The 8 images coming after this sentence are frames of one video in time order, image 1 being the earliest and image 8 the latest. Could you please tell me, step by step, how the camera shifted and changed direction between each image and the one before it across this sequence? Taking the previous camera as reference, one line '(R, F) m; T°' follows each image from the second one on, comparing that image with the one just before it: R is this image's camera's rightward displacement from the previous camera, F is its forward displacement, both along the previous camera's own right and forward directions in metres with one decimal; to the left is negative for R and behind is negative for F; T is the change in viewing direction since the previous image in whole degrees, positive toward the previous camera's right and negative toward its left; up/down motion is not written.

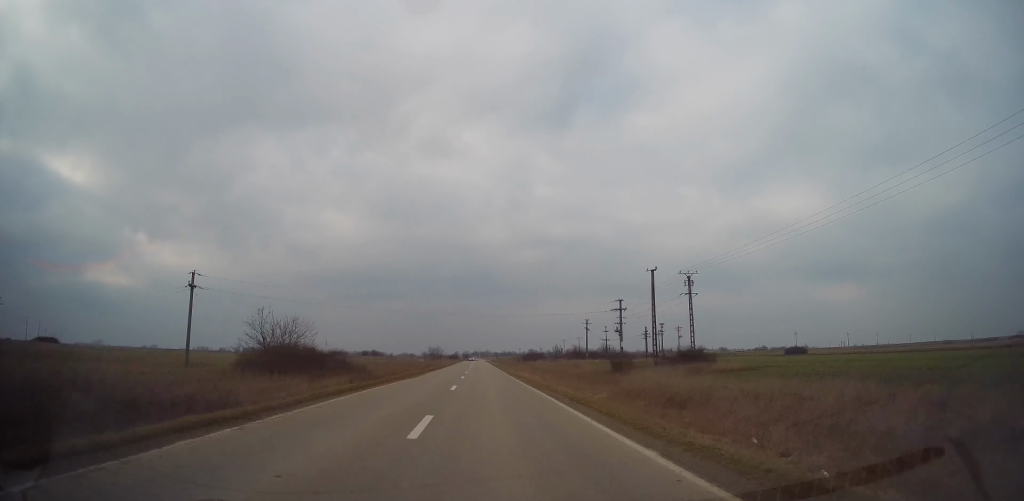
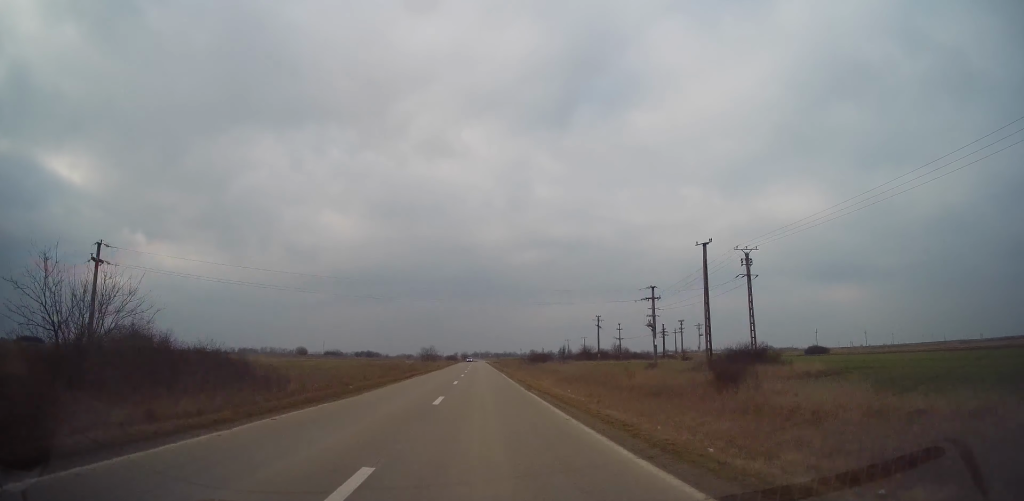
(+0.1, +16.9) m; 0°
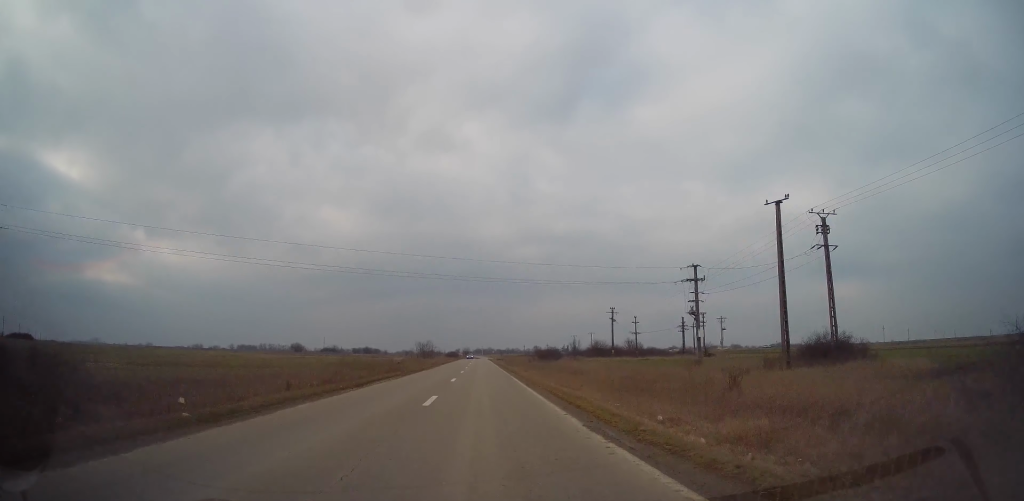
(0.0, +13.6) m; 0°
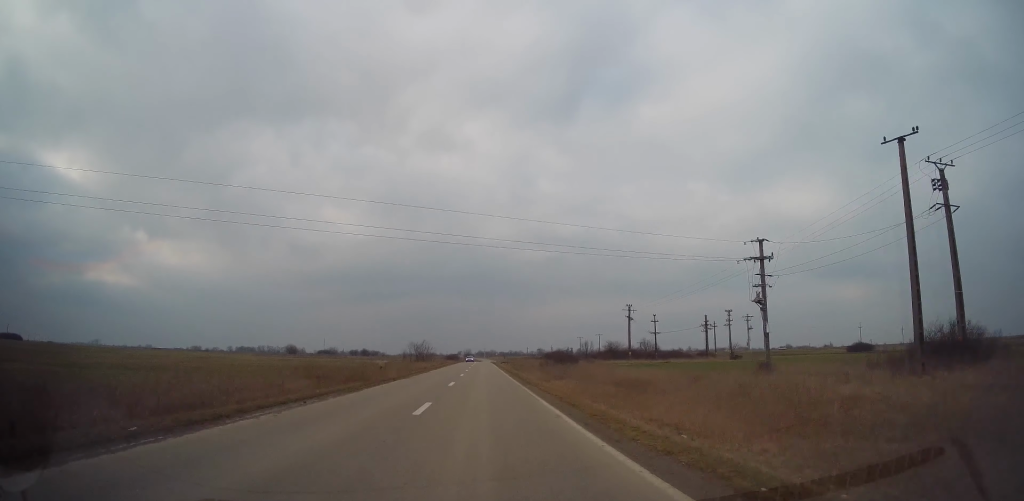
(-0.2, +13.5) m; 0°
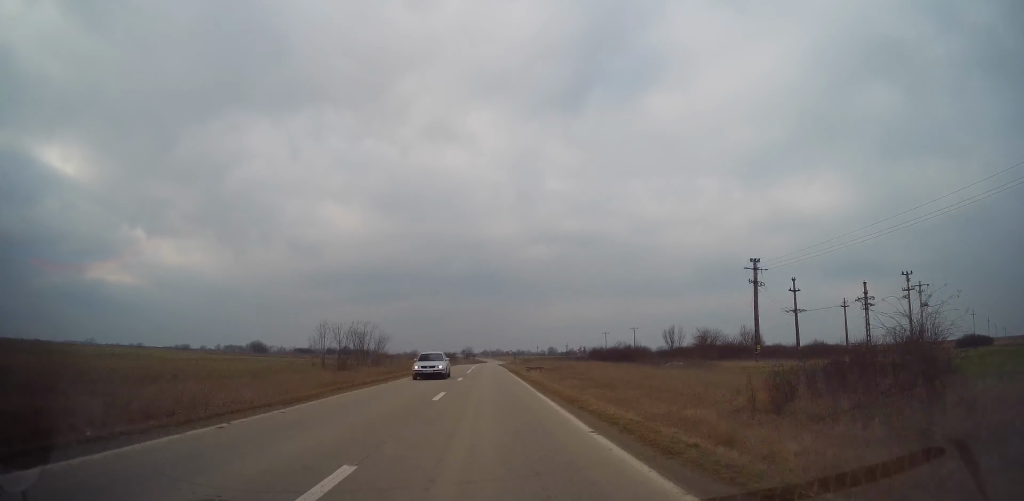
(-0.1, +55.1) m; 0°
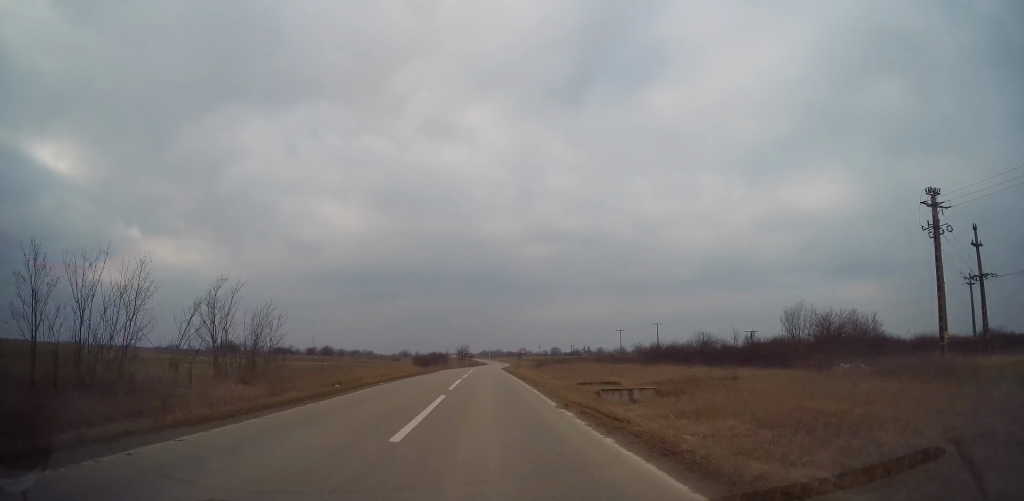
(+0.1, +30.2) m; 0°
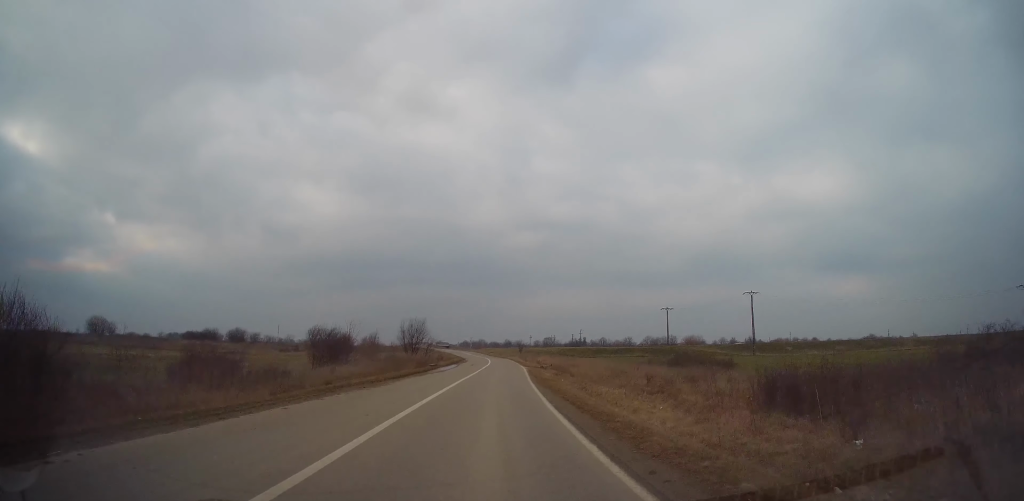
(+0.7, +78.8) m; +2°
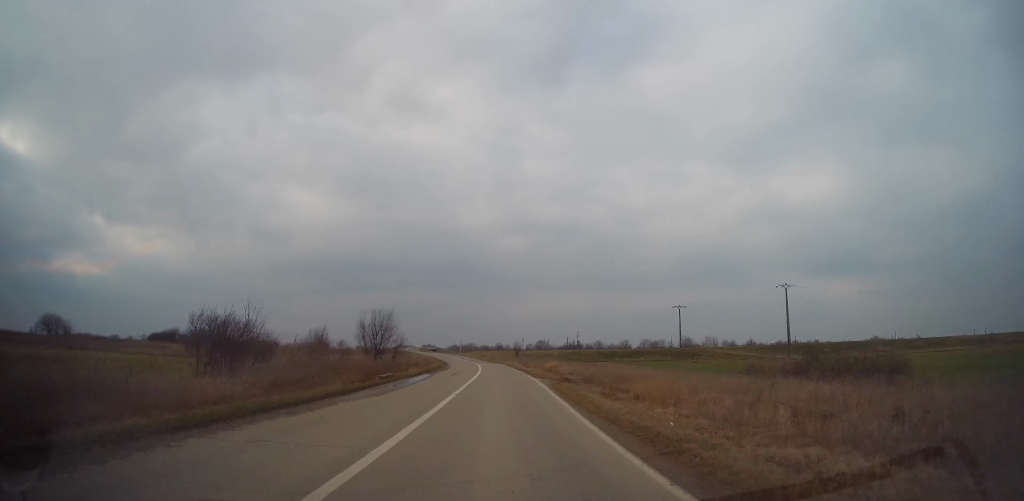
(-0.2, +17.5) m; +1°
